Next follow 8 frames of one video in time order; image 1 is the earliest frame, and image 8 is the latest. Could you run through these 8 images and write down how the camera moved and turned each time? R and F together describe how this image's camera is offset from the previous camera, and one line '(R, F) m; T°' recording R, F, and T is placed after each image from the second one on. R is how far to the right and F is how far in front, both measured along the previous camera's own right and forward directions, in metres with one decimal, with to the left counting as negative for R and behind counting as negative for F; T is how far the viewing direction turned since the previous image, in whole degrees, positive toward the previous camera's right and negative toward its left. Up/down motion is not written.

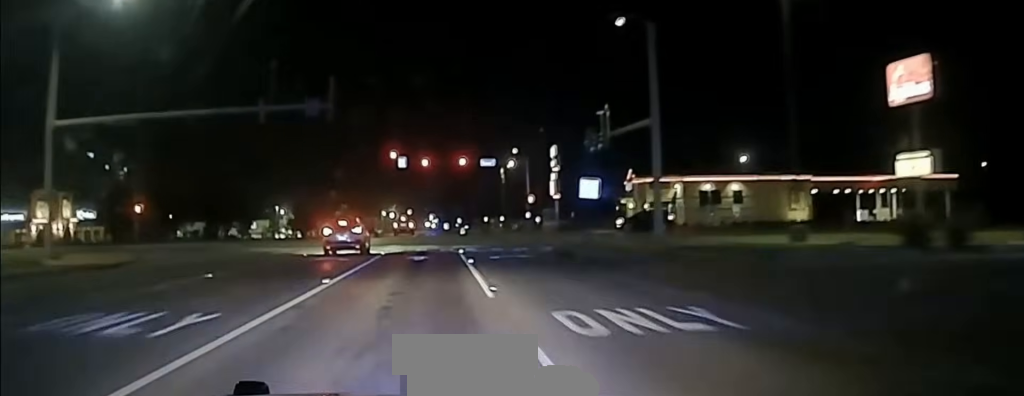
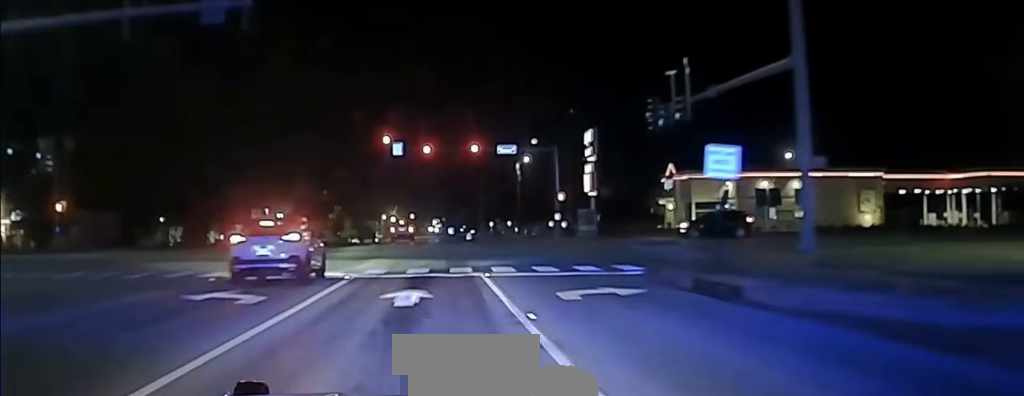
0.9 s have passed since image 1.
(-0.1, +18.0) m; +1°
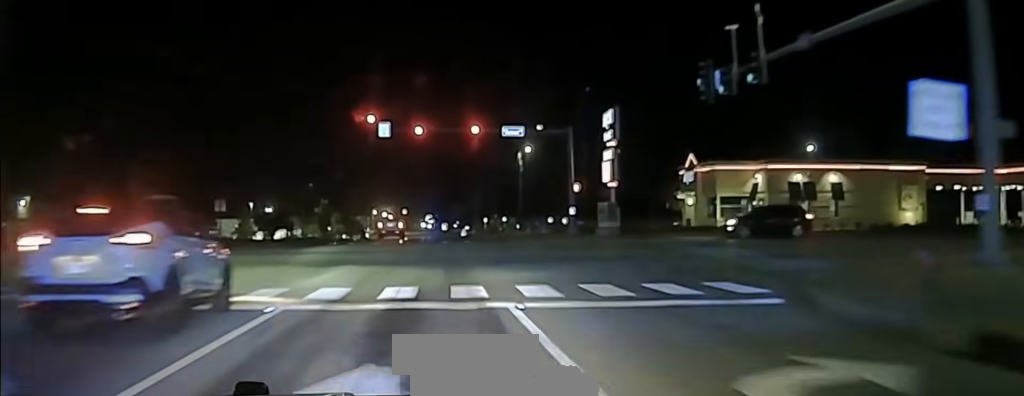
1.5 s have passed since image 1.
(0.0, +10.4) m; +1°
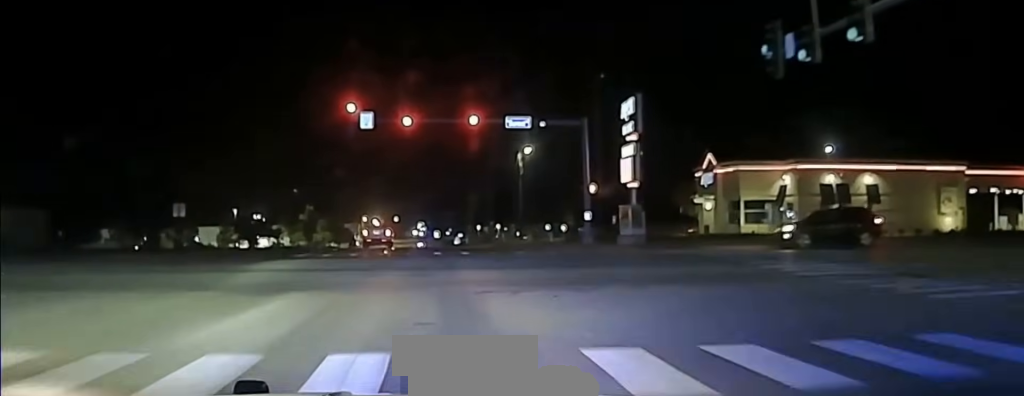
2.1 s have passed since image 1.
(+0.3, +9.1) m; +1°
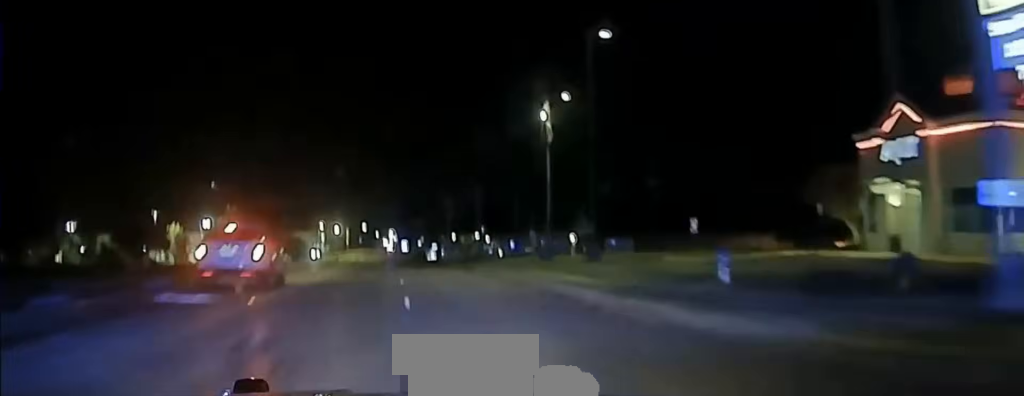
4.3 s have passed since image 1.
(-0.2, +34.1) m; -1°
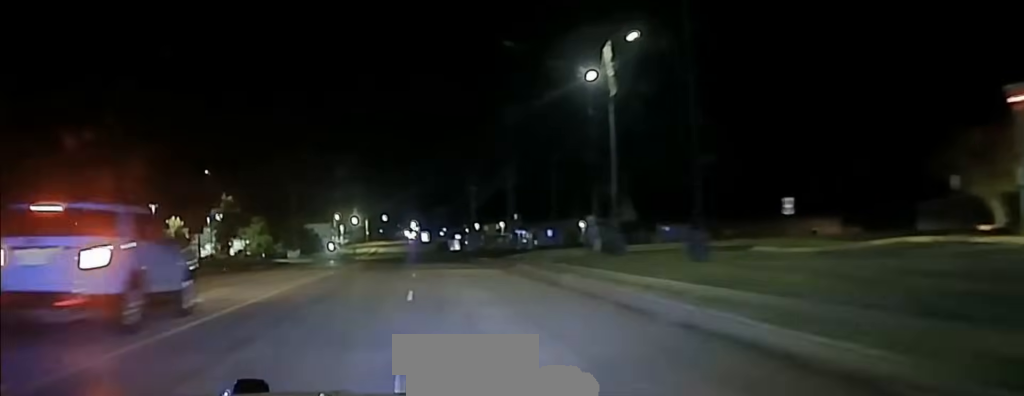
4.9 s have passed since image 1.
(0.0, +13.5) m; -1°
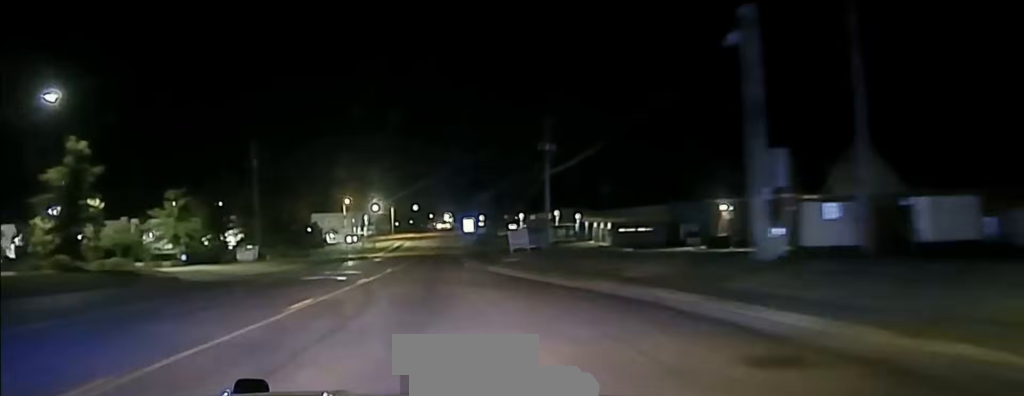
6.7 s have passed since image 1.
(-0.9, +48.4) m; -2°
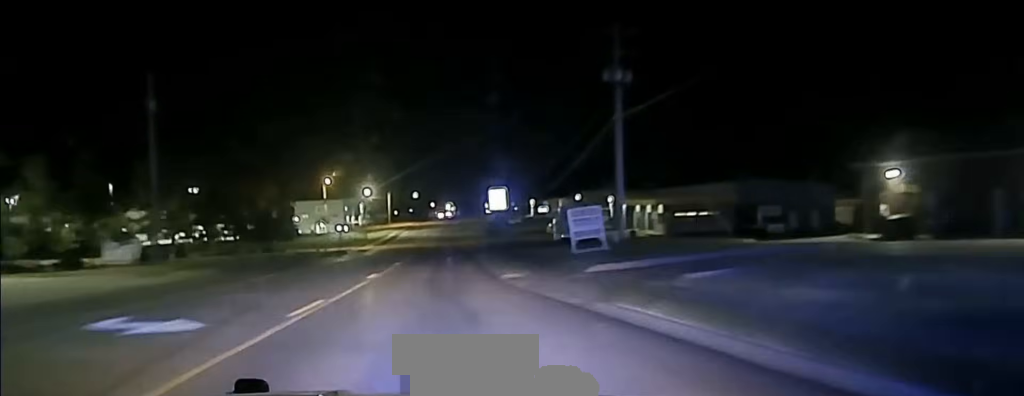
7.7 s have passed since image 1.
(0.0, +30.3) m; 0°
